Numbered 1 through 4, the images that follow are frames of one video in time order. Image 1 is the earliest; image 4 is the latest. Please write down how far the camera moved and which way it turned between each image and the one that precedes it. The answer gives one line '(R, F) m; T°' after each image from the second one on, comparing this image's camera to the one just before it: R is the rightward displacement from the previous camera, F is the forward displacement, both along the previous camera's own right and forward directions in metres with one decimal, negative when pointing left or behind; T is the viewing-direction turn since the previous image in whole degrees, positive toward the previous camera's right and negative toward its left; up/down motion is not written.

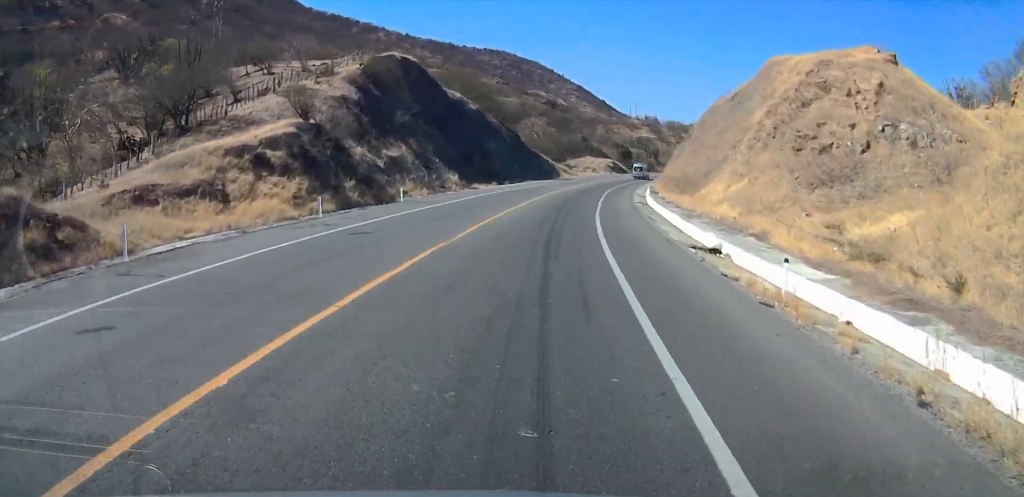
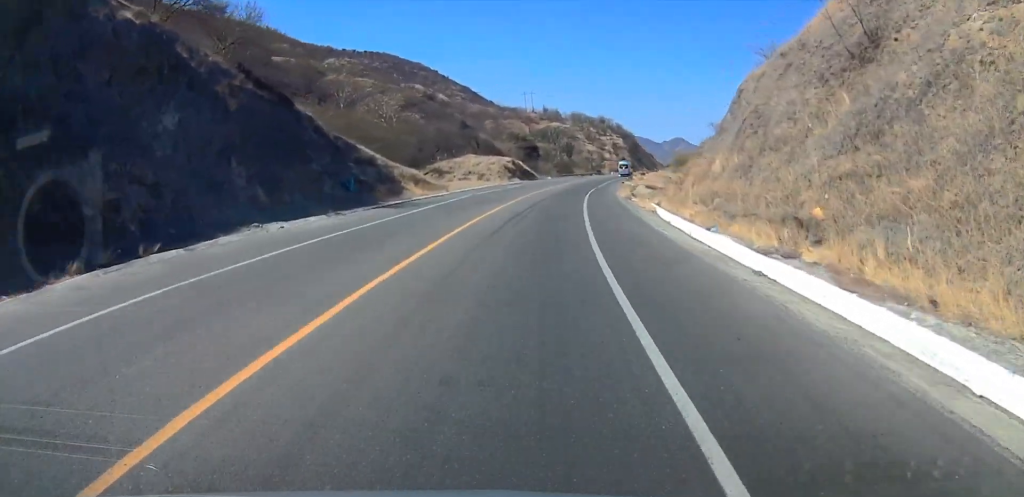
(+5.3, +59.9) m; +6°
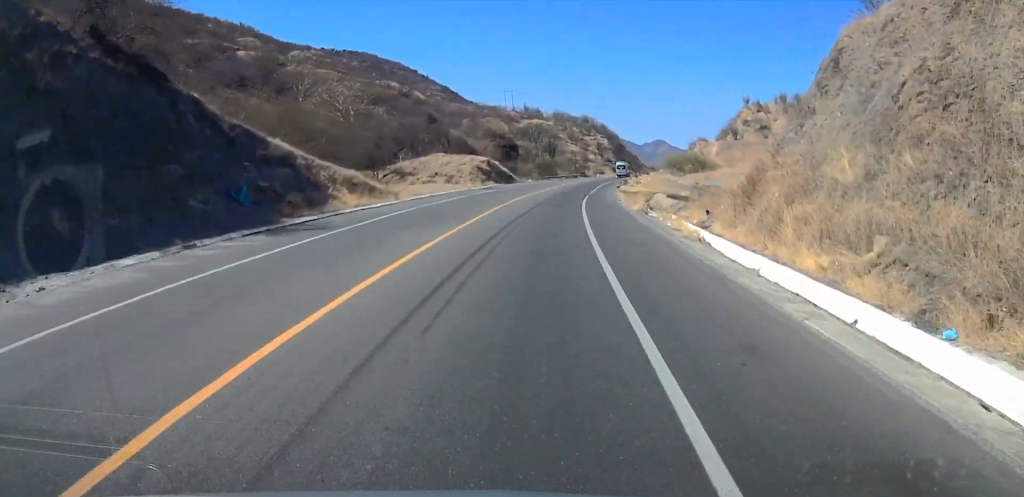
(-0.2, +13.0) m; +1°
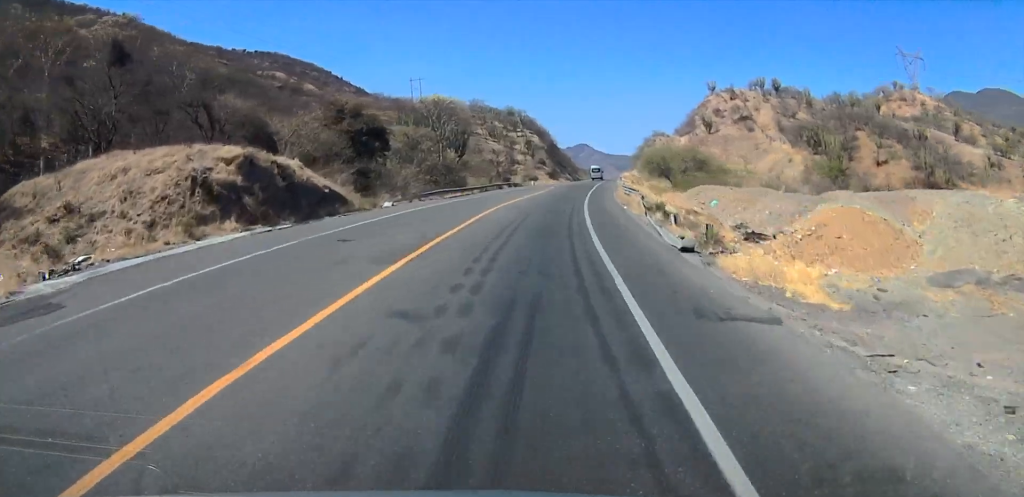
(+5.3, +51.5) m; +9°
